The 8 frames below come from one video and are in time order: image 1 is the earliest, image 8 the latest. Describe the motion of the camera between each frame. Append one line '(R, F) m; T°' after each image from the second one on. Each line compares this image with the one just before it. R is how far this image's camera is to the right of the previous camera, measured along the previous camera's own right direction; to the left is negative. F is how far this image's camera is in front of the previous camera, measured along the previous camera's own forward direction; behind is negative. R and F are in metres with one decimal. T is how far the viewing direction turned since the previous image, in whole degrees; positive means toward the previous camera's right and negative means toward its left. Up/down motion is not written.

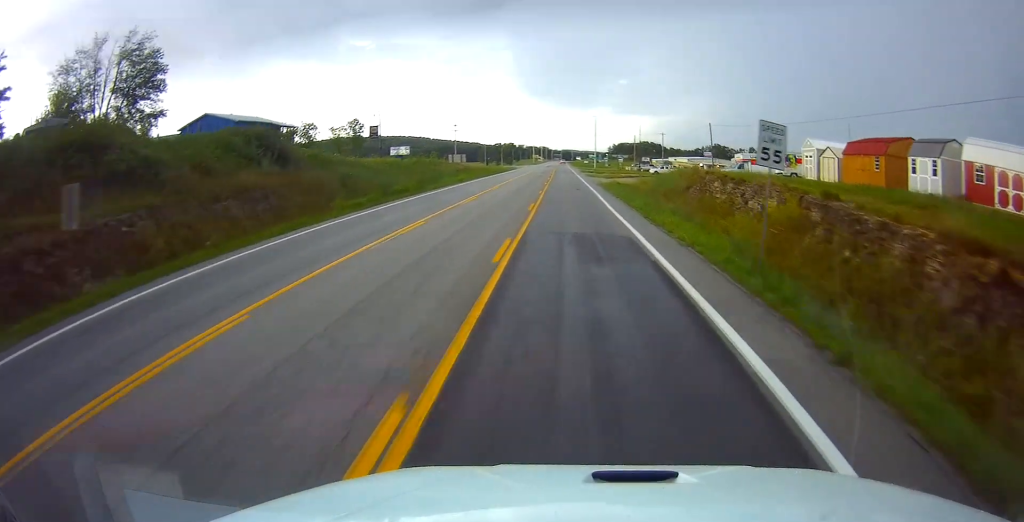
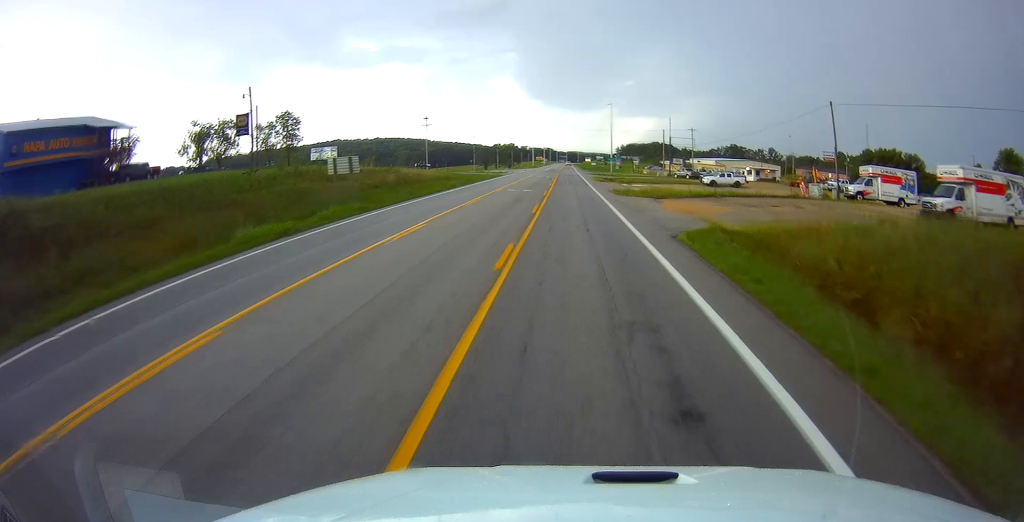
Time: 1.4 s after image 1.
(+0.1, +36.5) m; 0°
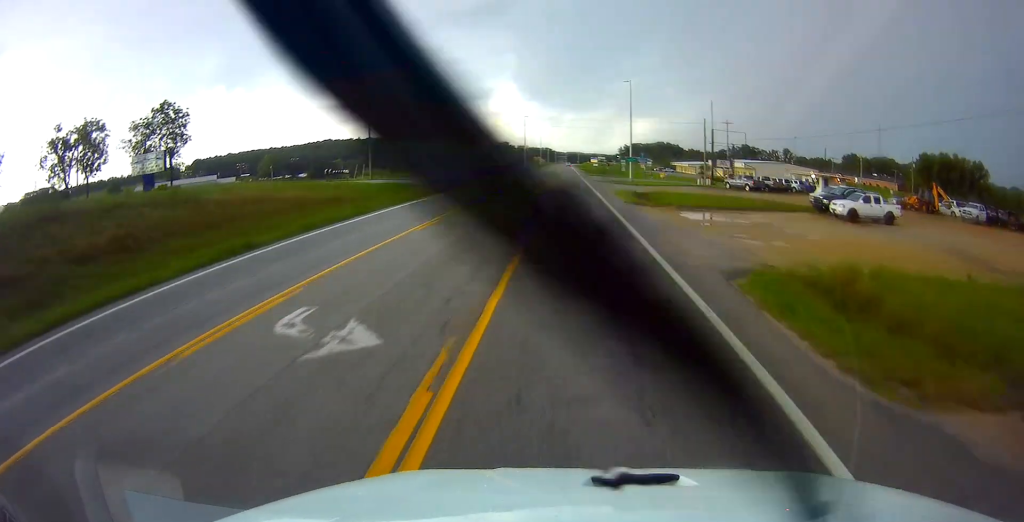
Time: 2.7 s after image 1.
(+0.4, +33.8) m; -1°
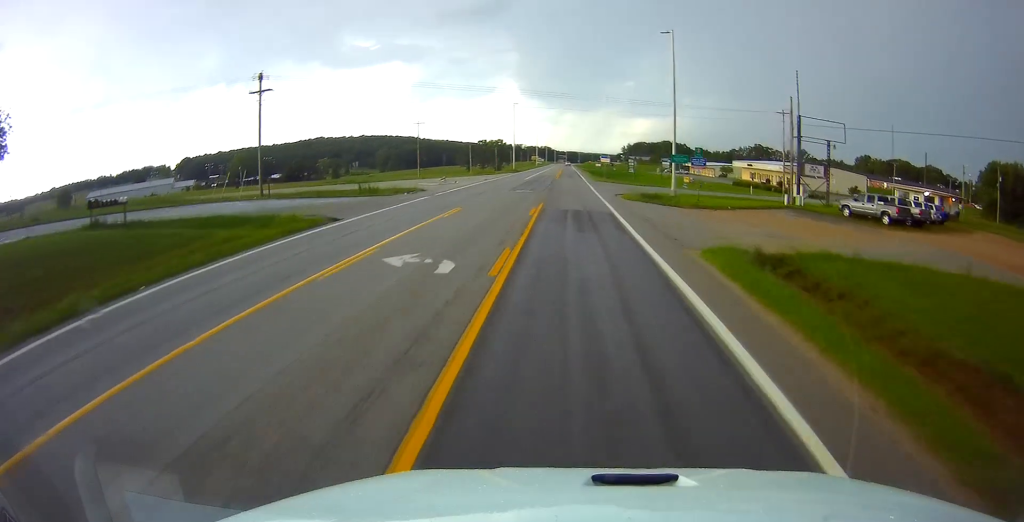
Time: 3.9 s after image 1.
(-0.6, +31.6) m; 0°
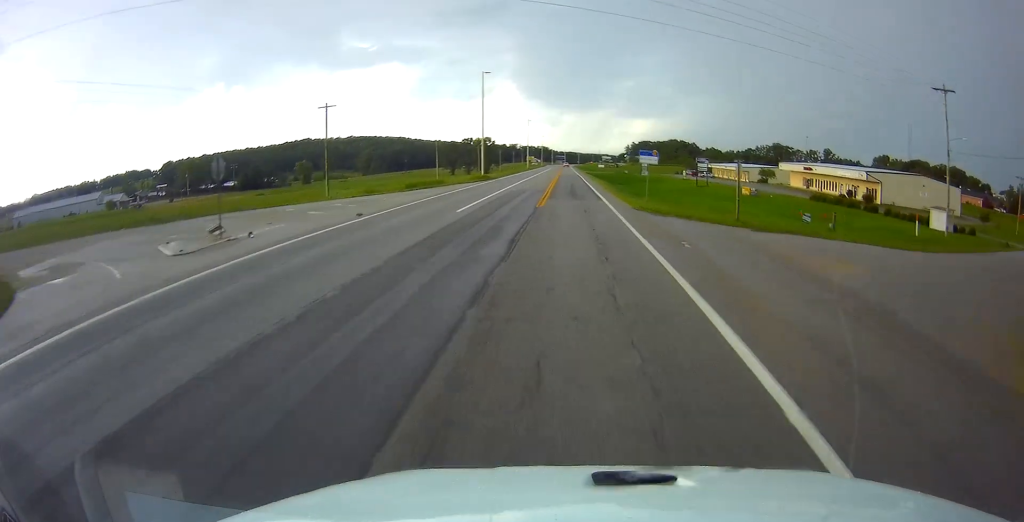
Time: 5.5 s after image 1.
(+1.0, +42.4) m; +1°
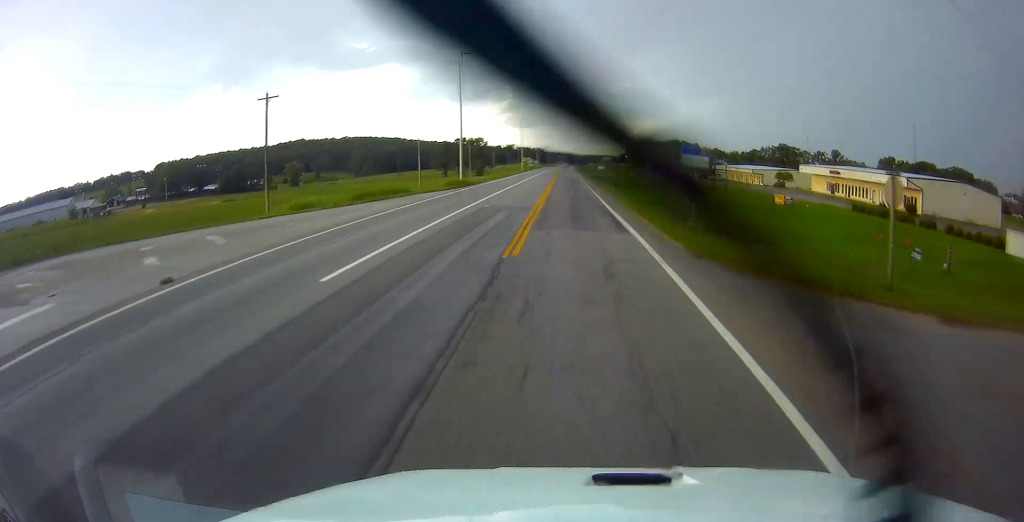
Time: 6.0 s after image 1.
(-0.1, +14.2) m; 0°
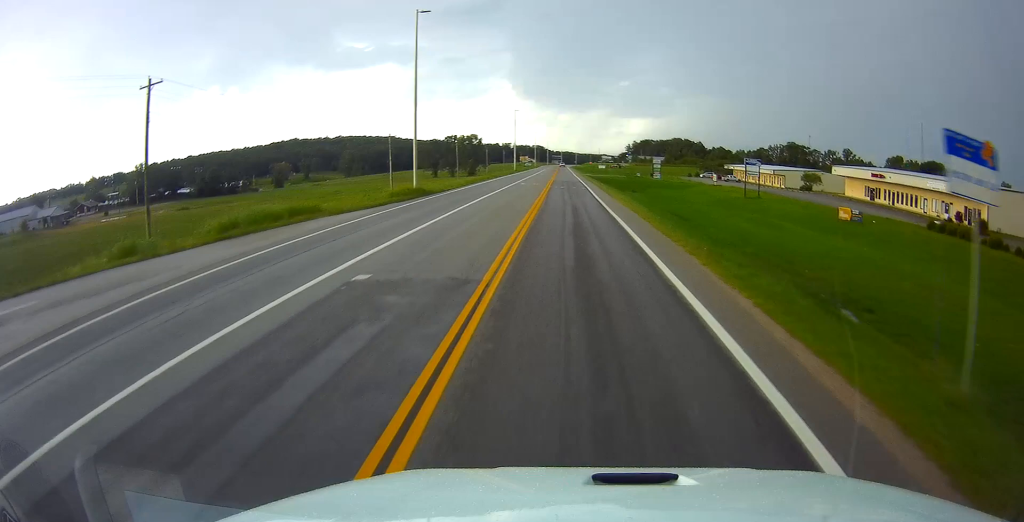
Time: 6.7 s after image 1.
(-0.1, +17.7) m; 0°
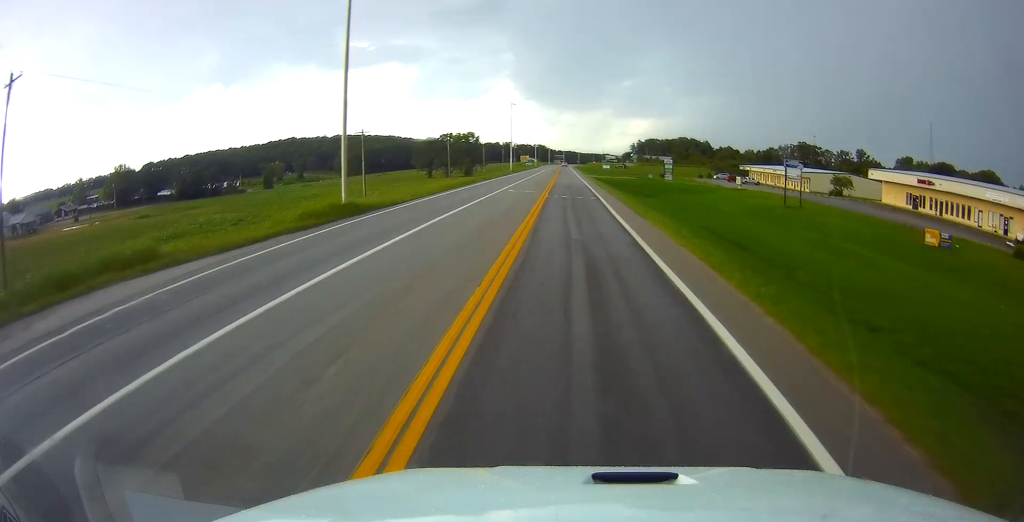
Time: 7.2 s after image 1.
(0.0, +14.2) m; -1°
